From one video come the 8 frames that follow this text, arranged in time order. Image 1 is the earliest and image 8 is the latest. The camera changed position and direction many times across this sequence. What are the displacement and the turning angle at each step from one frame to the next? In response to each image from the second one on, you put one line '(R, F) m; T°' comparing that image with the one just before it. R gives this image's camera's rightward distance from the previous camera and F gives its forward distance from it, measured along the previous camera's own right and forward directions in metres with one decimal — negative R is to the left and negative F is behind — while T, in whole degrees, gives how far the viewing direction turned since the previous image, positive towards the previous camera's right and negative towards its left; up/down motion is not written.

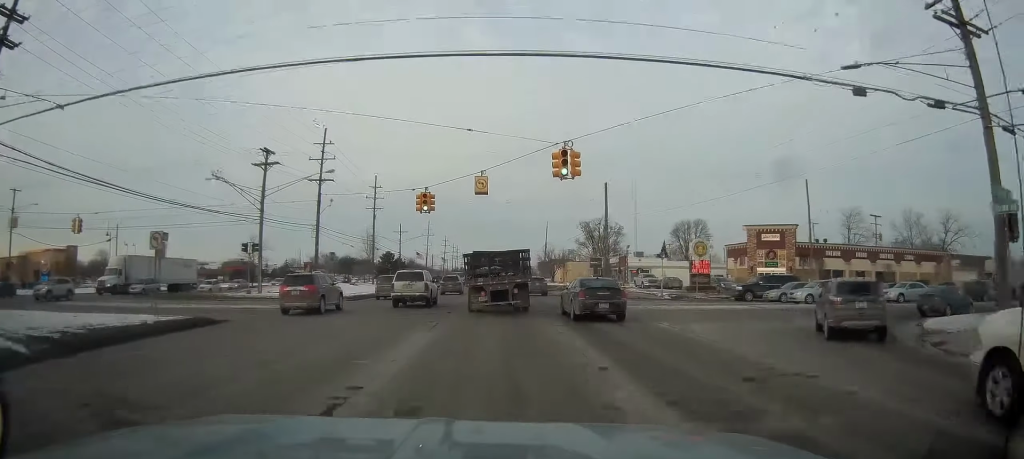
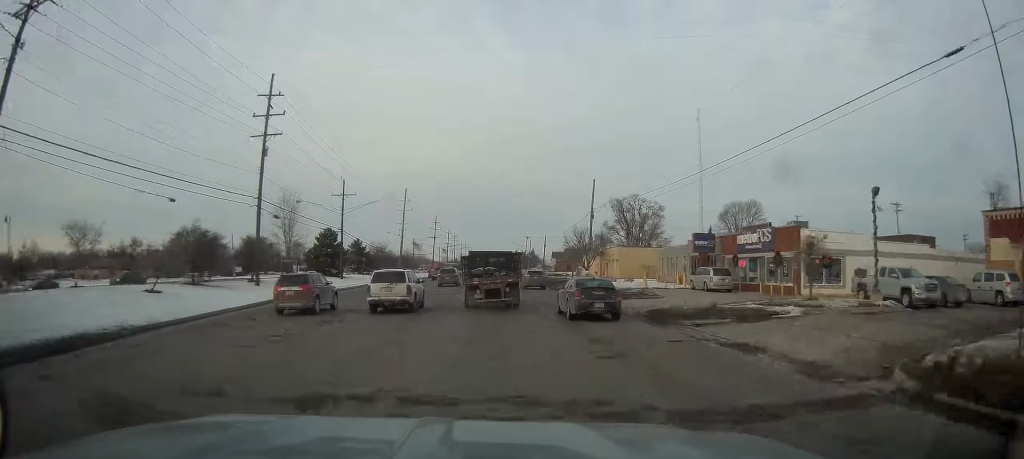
(-0.3, +37.2) m; 0°
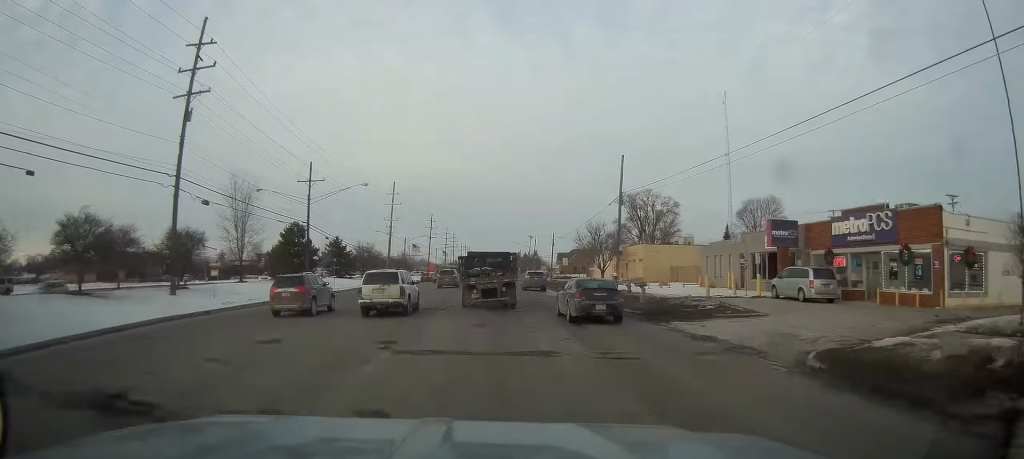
(+0.4, +12.2) m; 0°
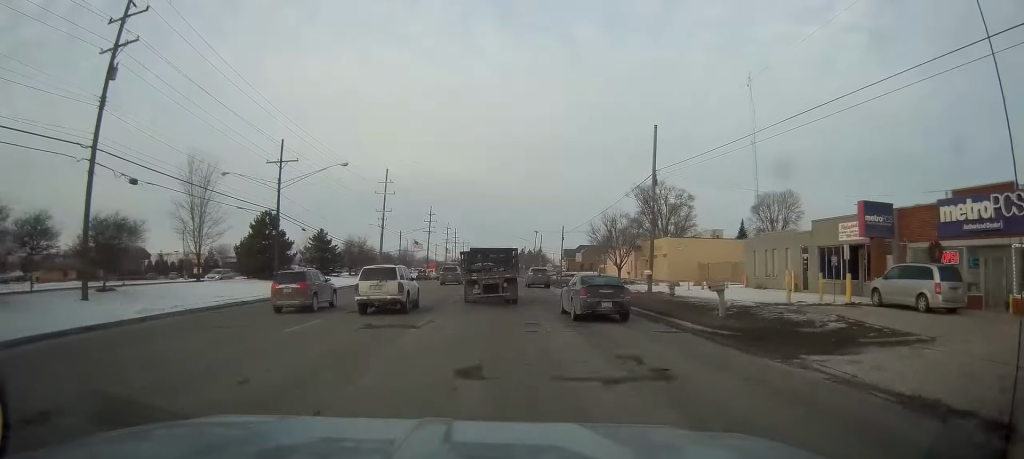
(-0.2, +8.8) m; -1°
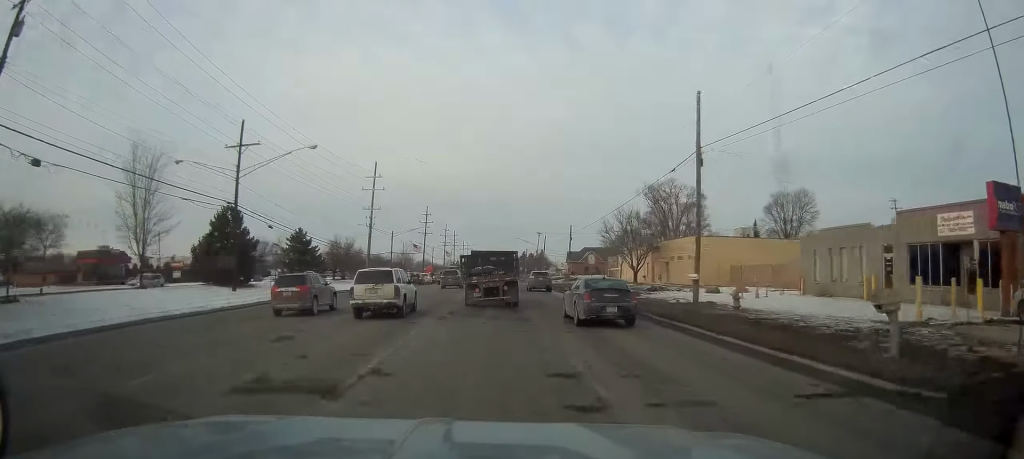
(-0.1, +8.2) m; -1°
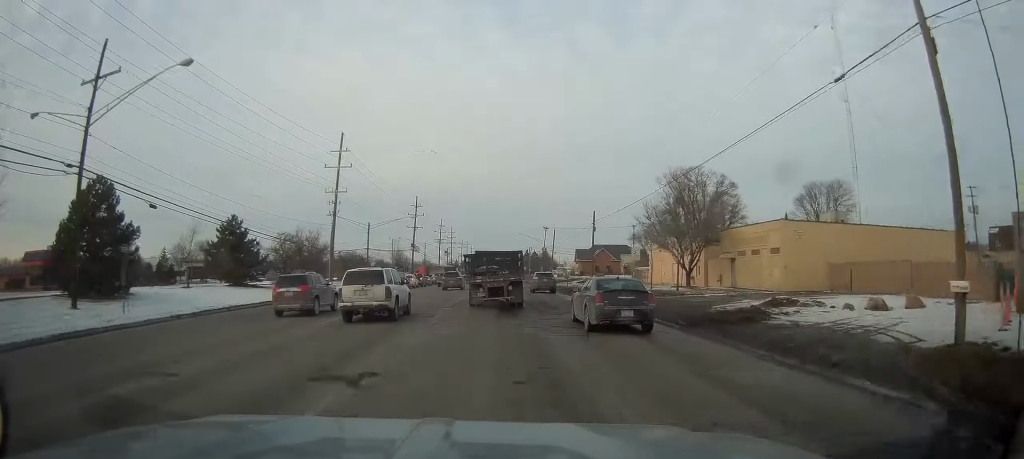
(-0.1, +17.4) m; 0°
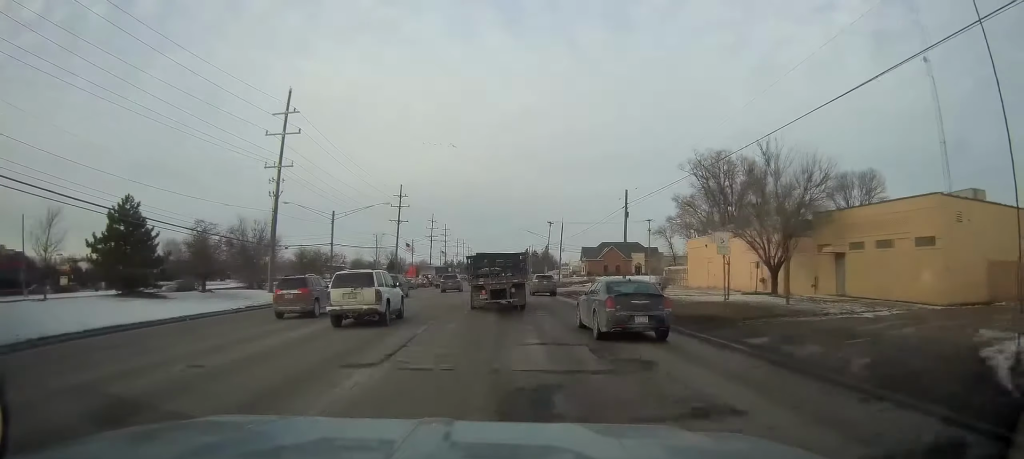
(0.0, +15.6) m; +1°
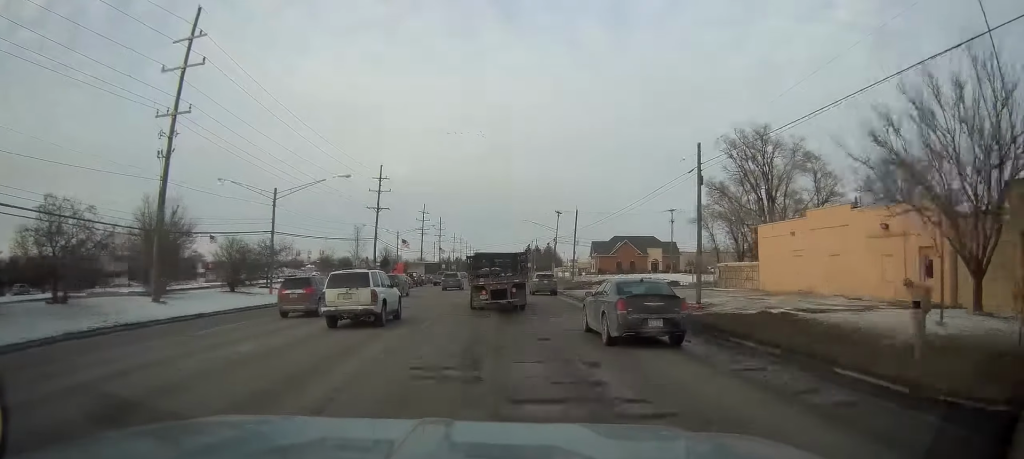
(+0.2, +16.1) m; +1°
